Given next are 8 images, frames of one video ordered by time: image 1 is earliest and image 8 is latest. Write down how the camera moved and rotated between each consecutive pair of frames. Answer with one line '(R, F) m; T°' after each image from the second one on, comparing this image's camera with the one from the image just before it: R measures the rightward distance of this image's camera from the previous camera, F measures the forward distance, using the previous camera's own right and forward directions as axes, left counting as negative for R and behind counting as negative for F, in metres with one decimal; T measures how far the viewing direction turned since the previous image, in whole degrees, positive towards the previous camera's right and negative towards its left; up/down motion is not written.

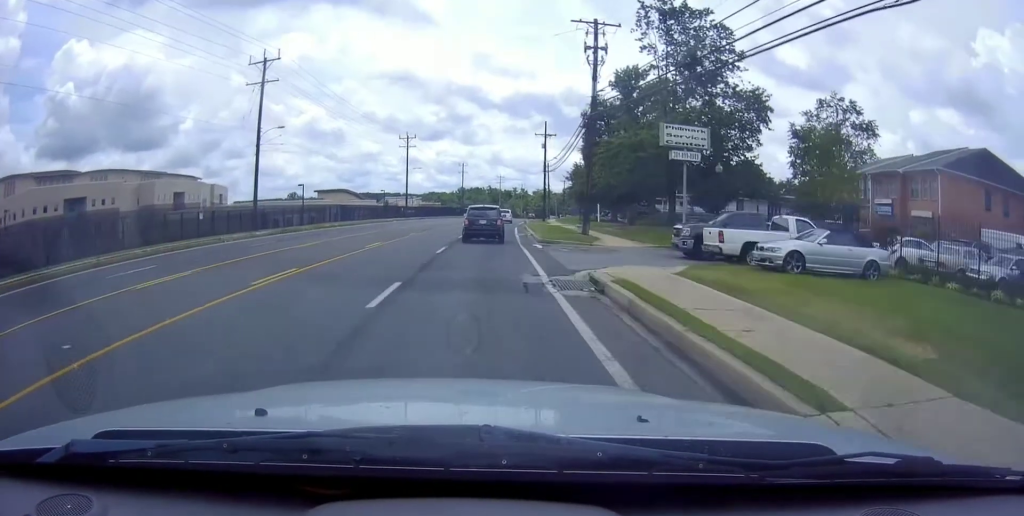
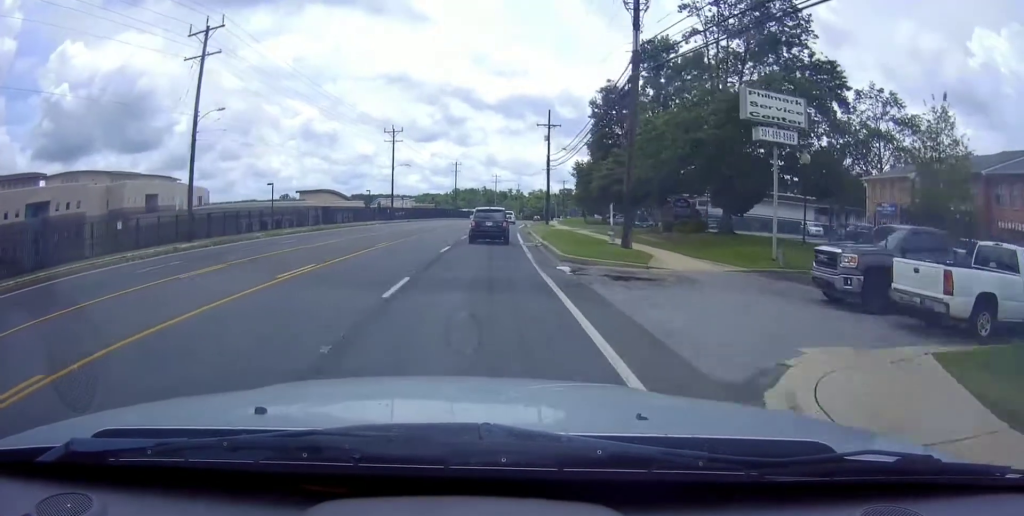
(+0.2, +11.1) m; +3°
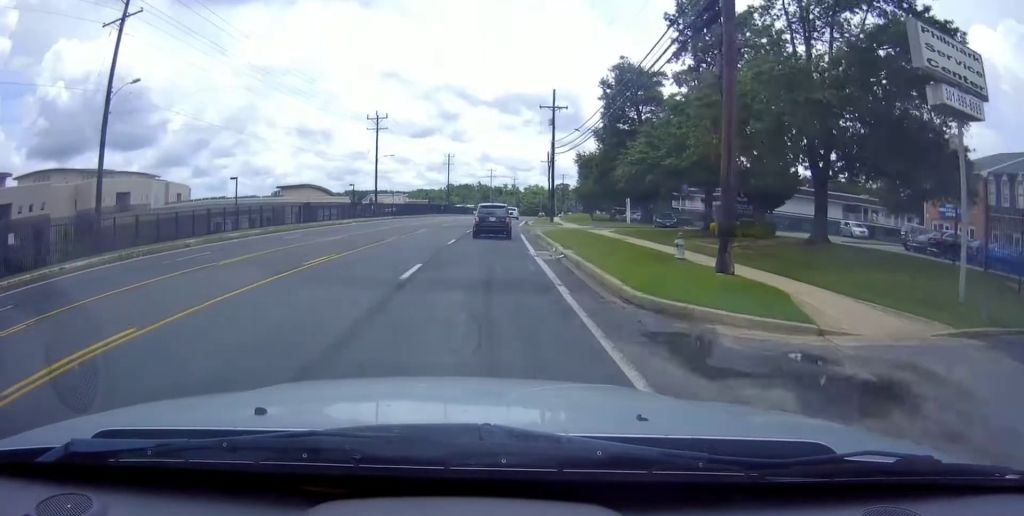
(+0.4, +10.4) m; 0°
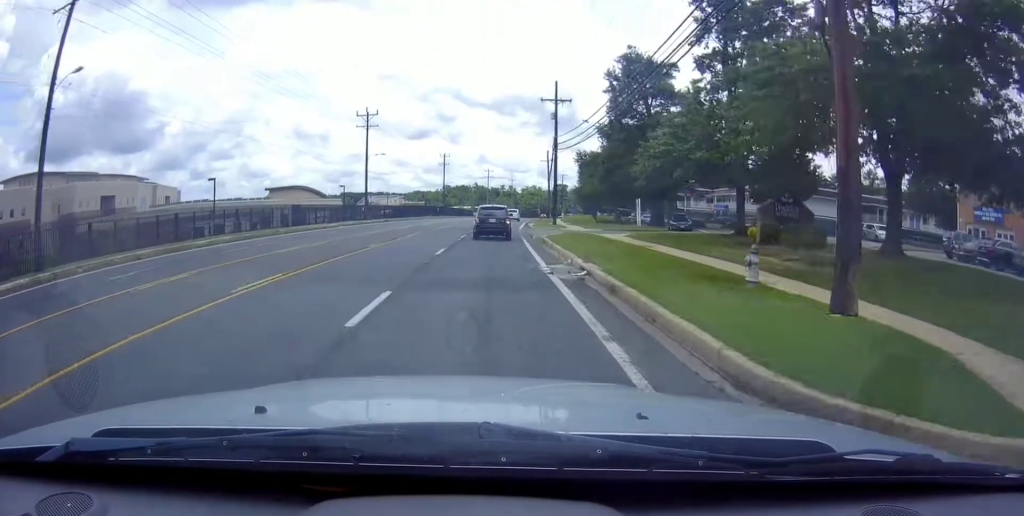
(-0.1, +5.2) m; 0°
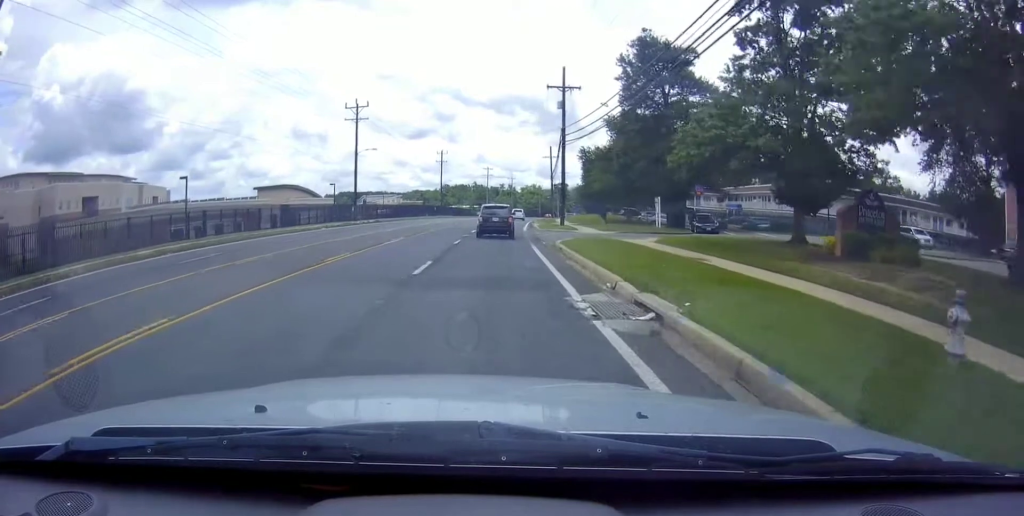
(-0.1, +6.3) m; -1°
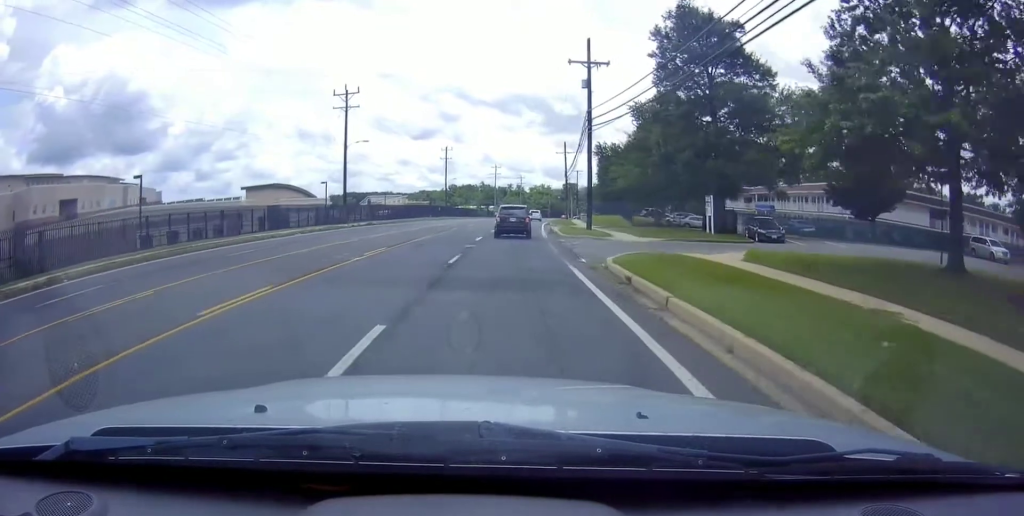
(0.0, +9.8) m; -1°
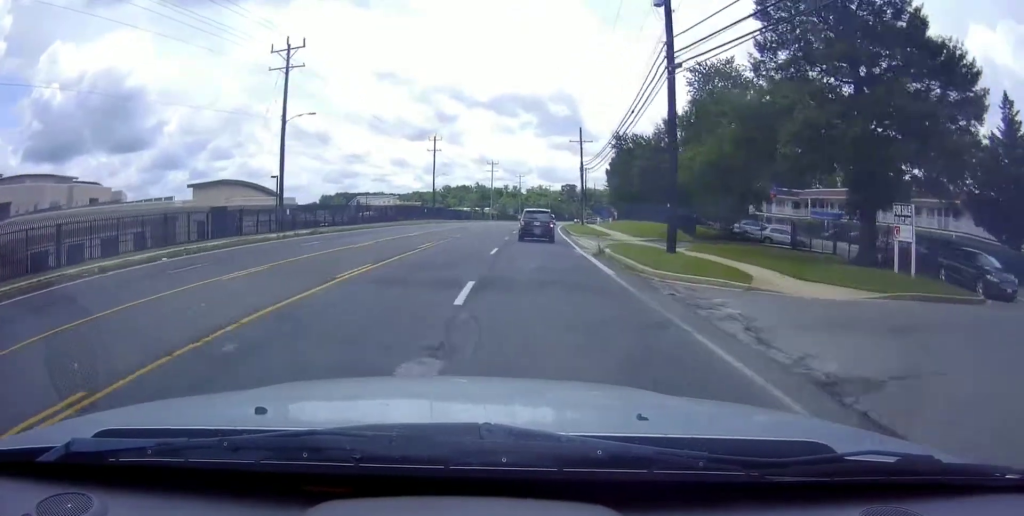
(-0.2, +19.8) m; +1°
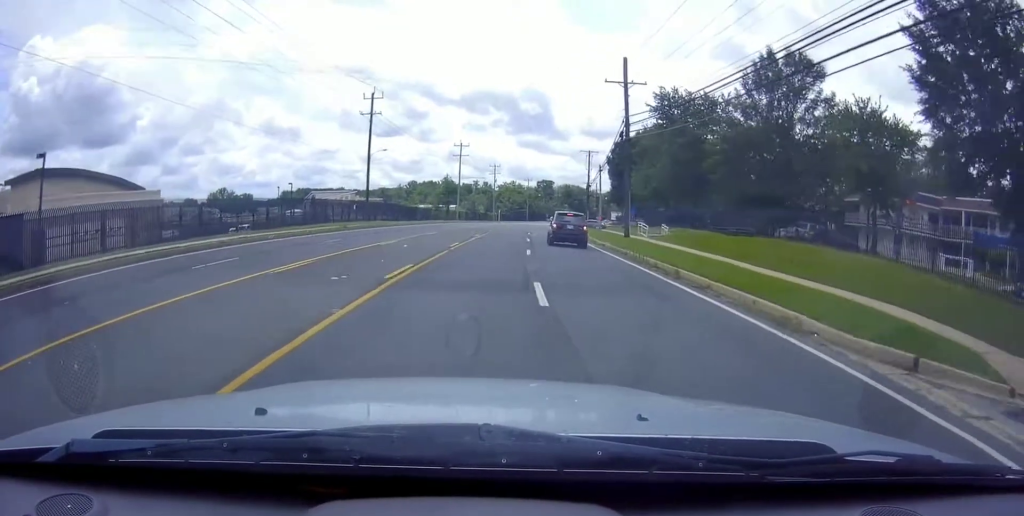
(+0.3, +37.1) m; +2°
